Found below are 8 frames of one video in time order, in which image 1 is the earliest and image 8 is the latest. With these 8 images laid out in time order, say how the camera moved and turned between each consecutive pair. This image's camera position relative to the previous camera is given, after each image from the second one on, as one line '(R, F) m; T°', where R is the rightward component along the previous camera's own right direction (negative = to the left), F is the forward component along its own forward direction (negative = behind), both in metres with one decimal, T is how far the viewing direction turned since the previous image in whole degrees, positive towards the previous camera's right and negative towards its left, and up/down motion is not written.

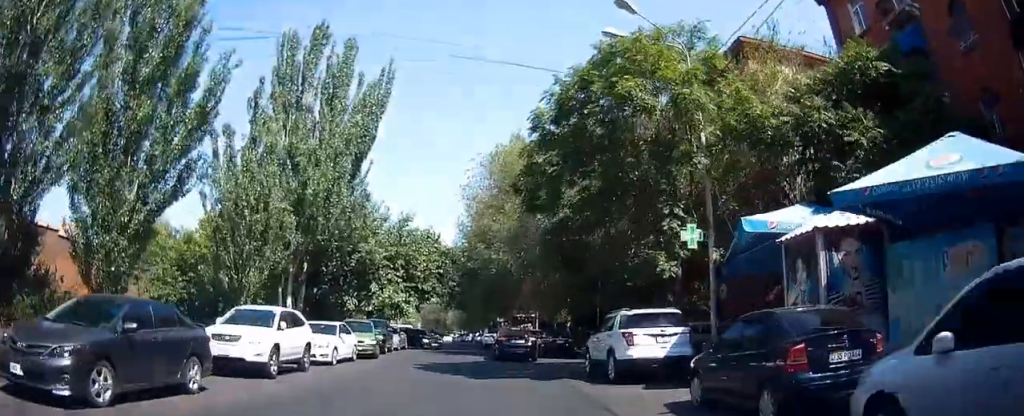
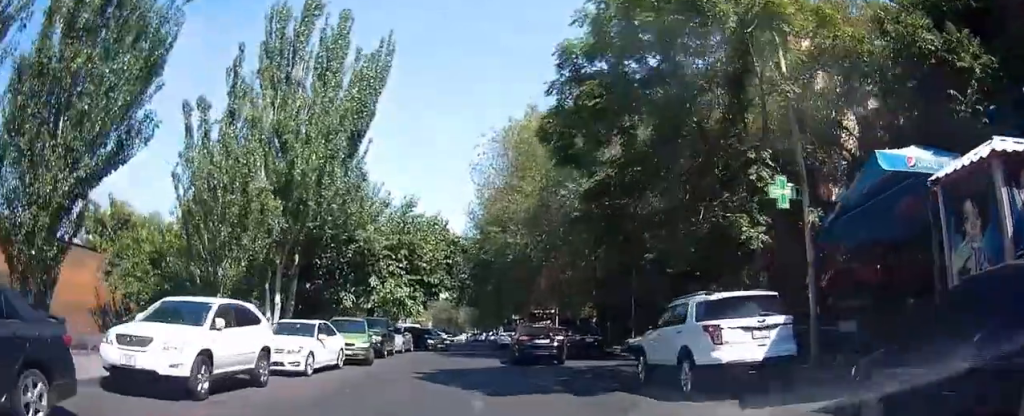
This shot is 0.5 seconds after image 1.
(-0.1, +4.6) m; -1°
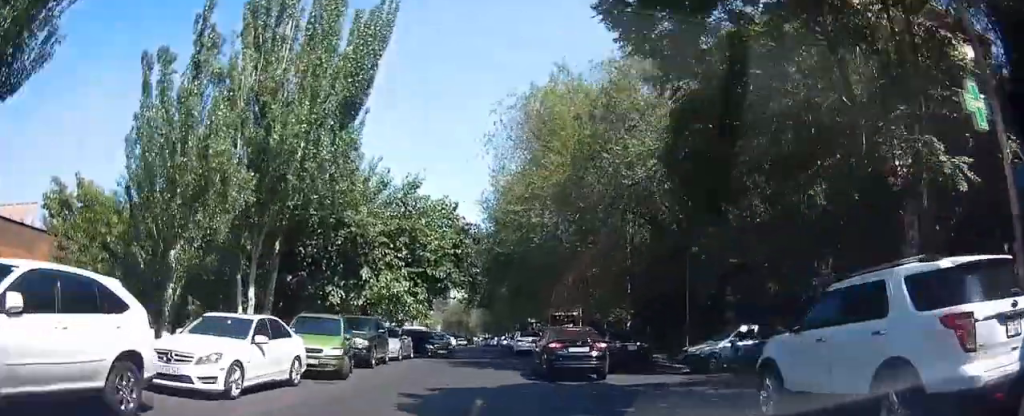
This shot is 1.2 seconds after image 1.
(0.0, +5.3) m; 0°
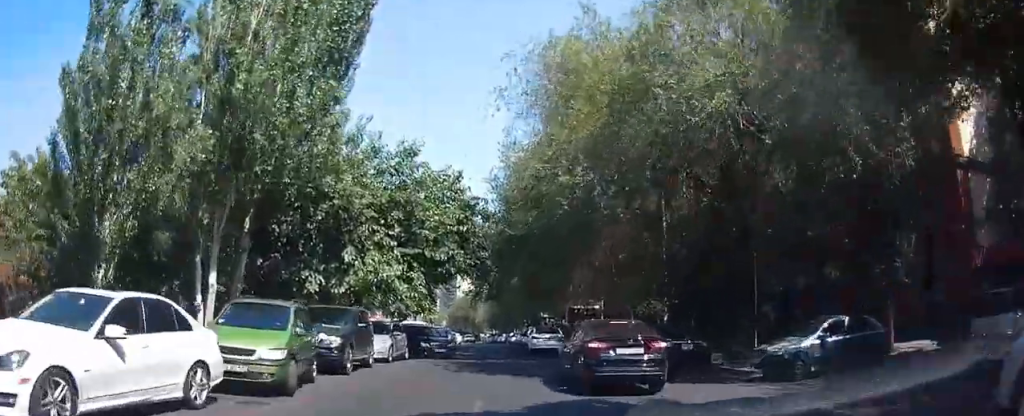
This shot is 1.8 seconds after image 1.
(0.0, +4.7) m; 0°
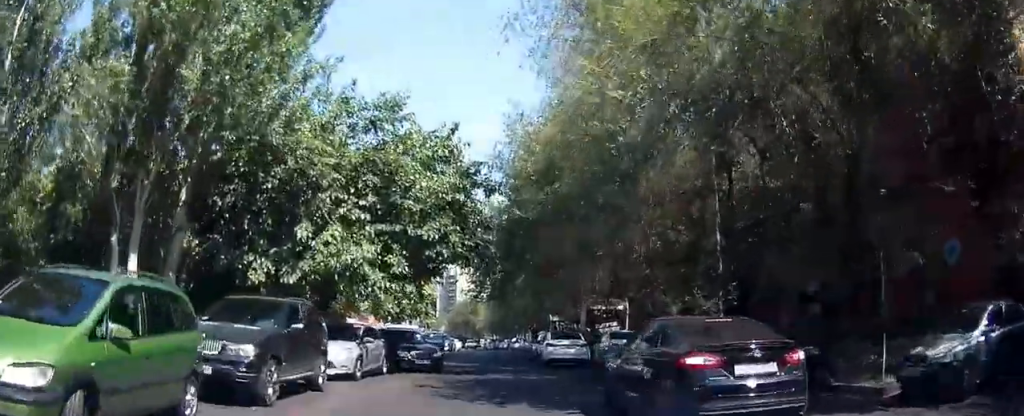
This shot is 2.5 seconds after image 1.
(0.0, +5.5) m; 0°
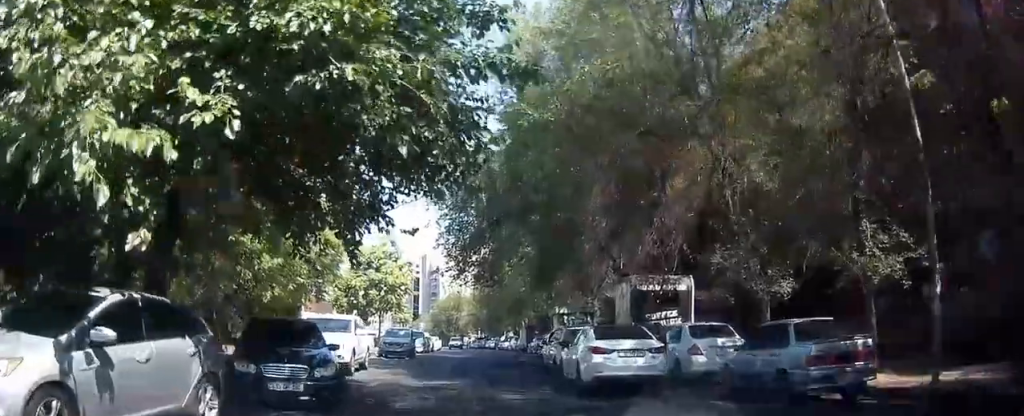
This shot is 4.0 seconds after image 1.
(0.0, +10.7) m; 0°
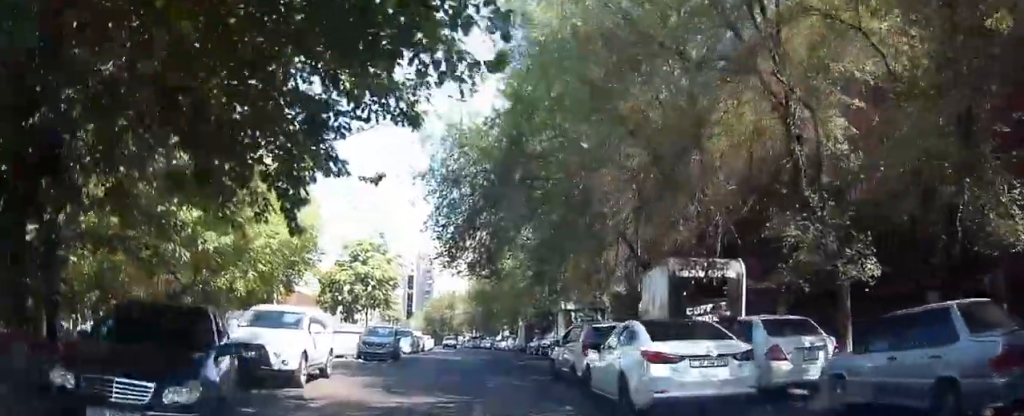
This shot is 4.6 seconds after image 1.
(0.0, +4.1) m; 0°
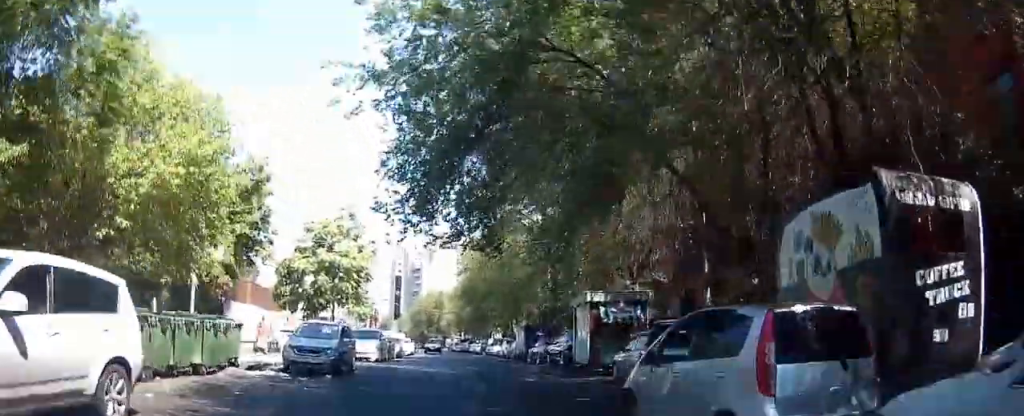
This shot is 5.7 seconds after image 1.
(+0.1, +8.4) m; +2°
